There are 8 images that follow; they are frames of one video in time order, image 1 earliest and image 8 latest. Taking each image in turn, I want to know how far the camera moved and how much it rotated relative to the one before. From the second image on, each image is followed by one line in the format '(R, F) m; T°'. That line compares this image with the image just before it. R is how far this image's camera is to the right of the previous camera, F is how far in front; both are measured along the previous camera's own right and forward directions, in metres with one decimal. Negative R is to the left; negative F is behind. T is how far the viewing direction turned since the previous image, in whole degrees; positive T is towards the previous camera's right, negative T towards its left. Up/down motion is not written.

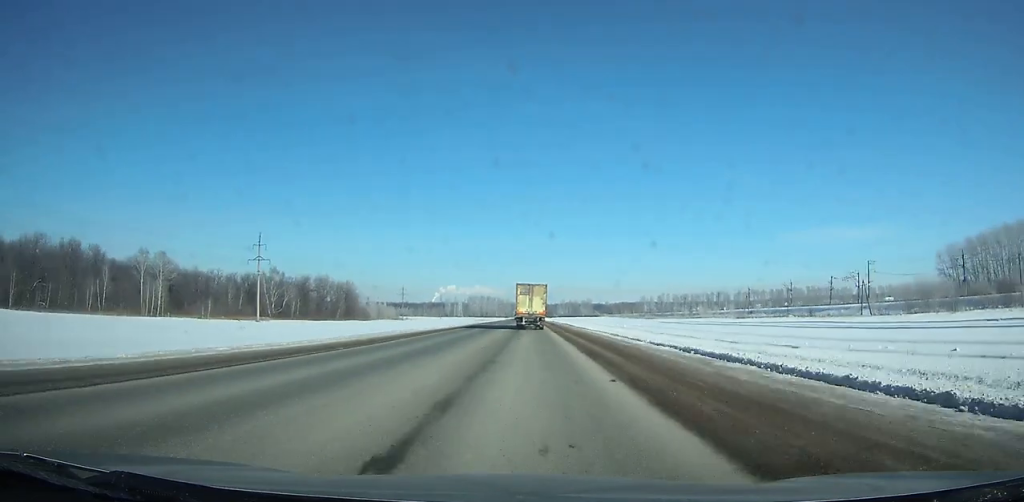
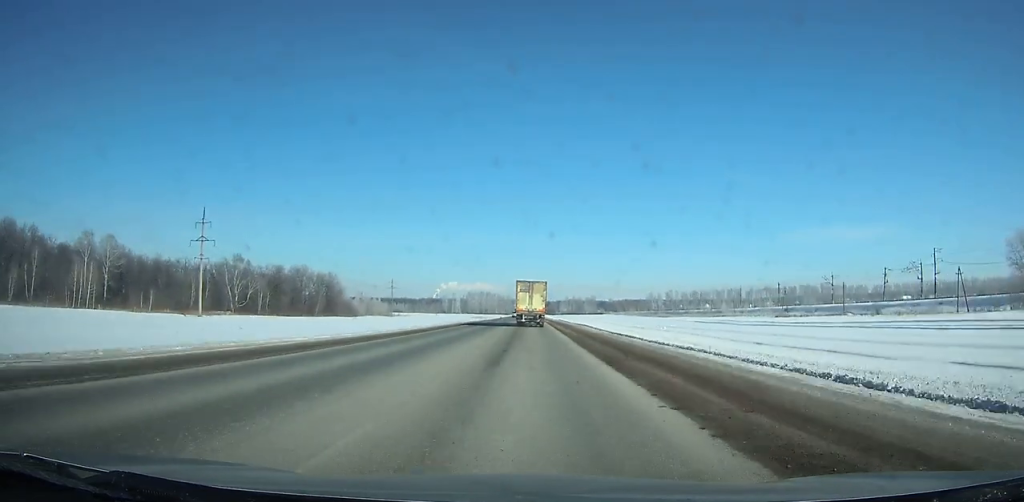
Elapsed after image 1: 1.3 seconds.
(0.0, +32.6) m; 0°
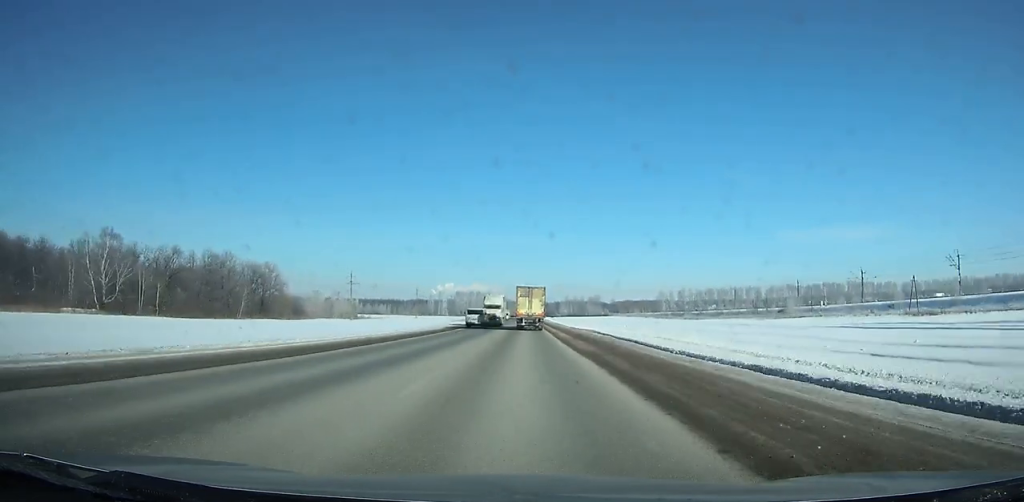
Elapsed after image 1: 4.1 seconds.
(0.0, +71.7) m; 0°
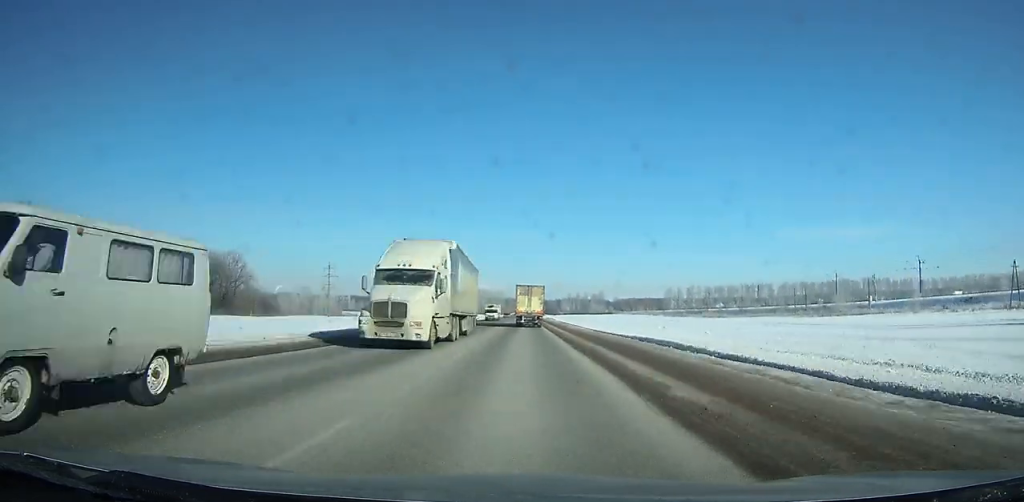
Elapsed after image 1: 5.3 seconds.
(0.0, +31.1) m; 0°
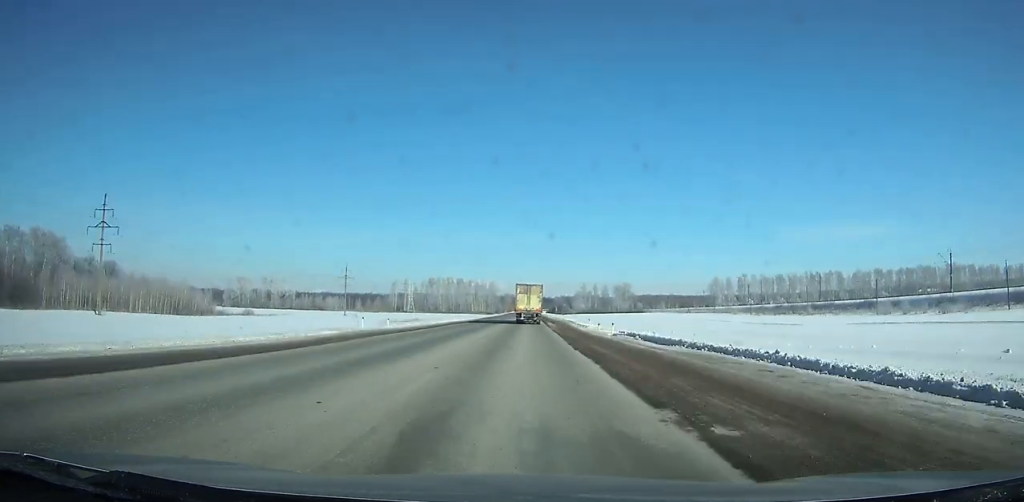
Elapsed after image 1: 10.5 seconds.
(+0.2, +132.7) m; 0°
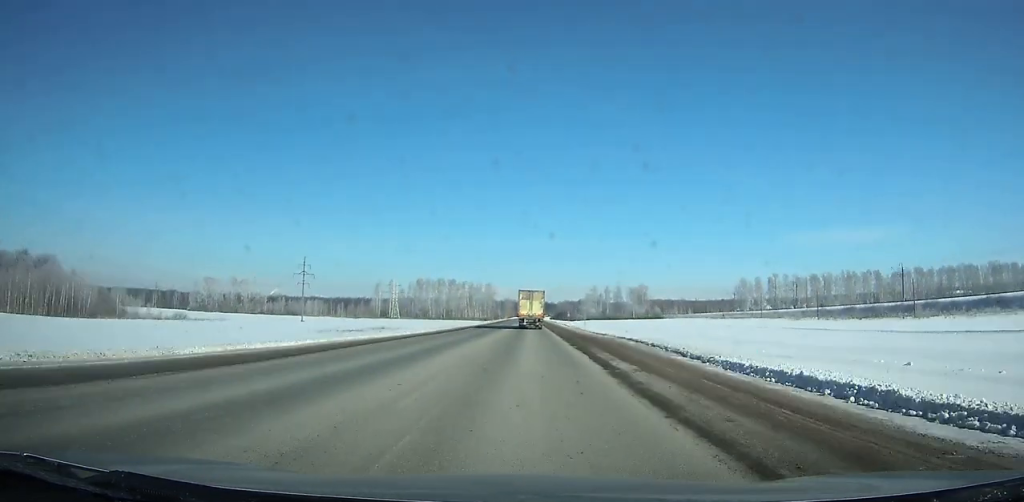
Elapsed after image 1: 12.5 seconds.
(-0.2, +48.4) m; 0°
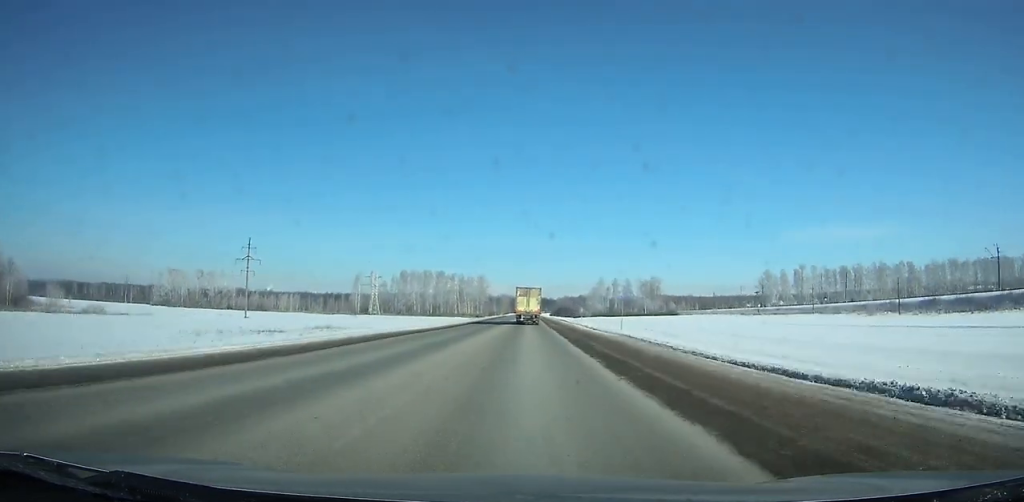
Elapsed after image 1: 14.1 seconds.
(-0.1, +38.8) m; 0°
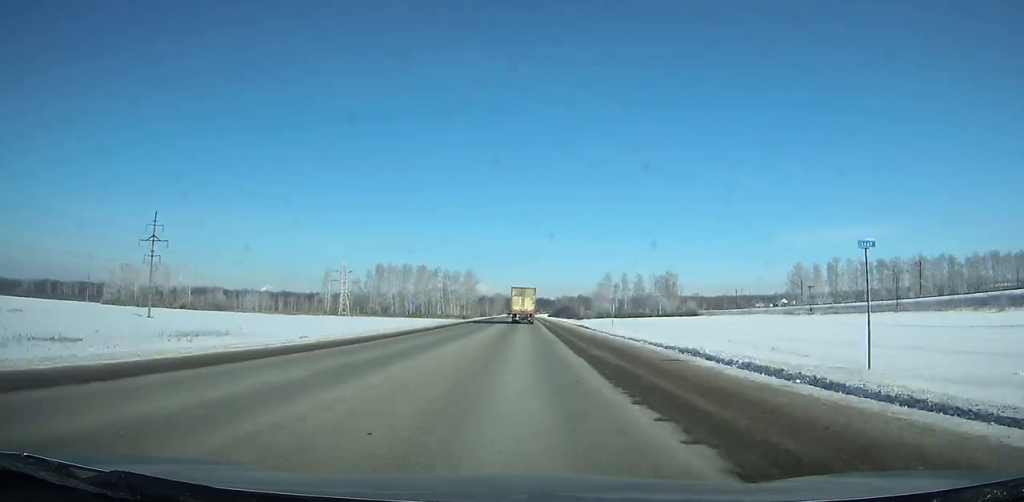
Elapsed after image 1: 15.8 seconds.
(+0.2, +42.2) m; 0°
